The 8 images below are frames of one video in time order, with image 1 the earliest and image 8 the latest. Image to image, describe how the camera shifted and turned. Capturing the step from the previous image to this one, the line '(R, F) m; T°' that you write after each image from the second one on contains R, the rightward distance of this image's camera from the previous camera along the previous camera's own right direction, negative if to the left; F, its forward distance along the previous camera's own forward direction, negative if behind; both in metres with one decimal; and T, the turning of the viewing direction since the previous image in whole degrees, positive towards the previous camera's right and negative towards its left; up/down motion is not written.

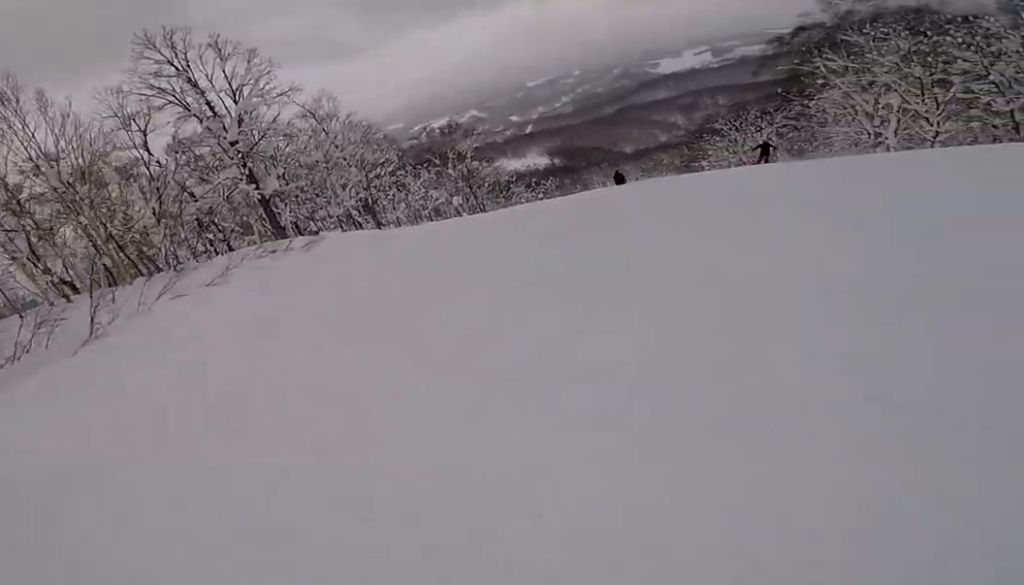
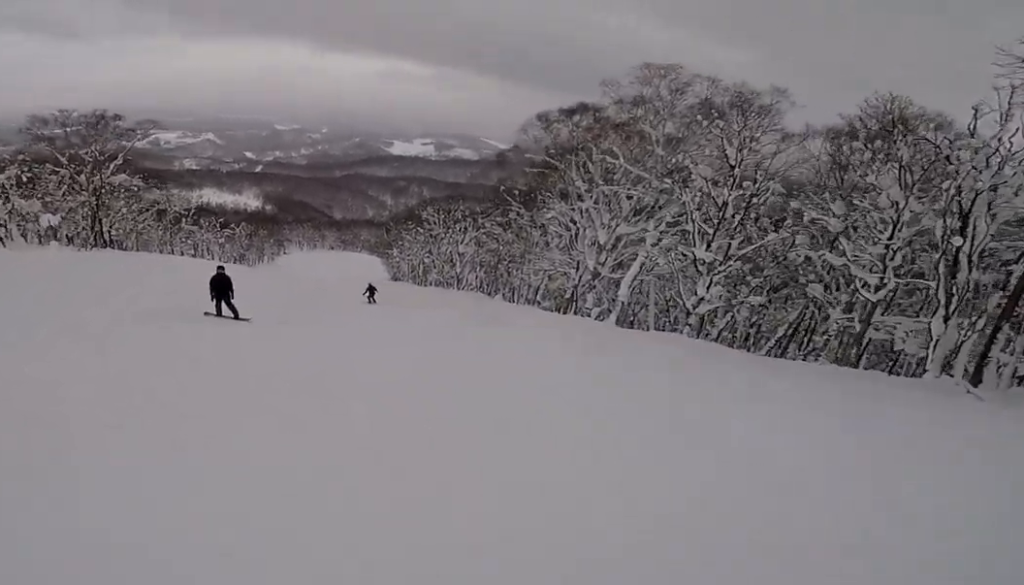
(+9.7, +20.7) m; +25°
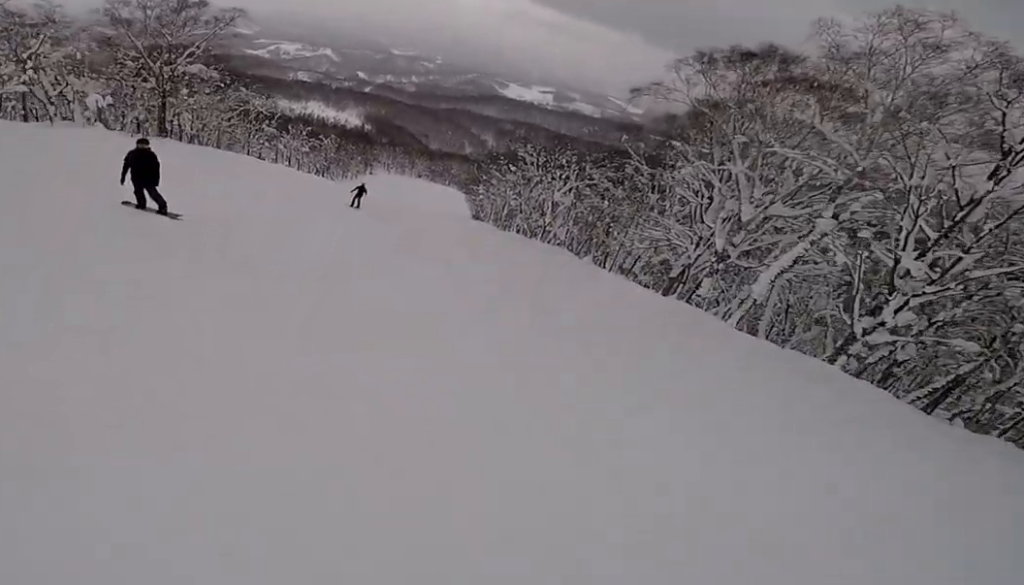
(-0.3, +6.4) m; -7°
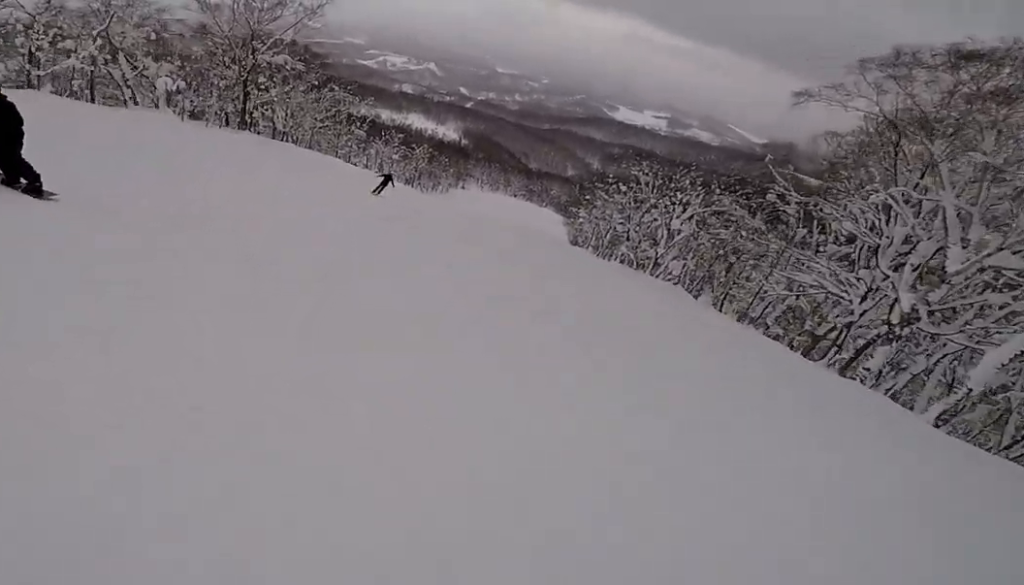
(+0.7, +5.8) m; -10°
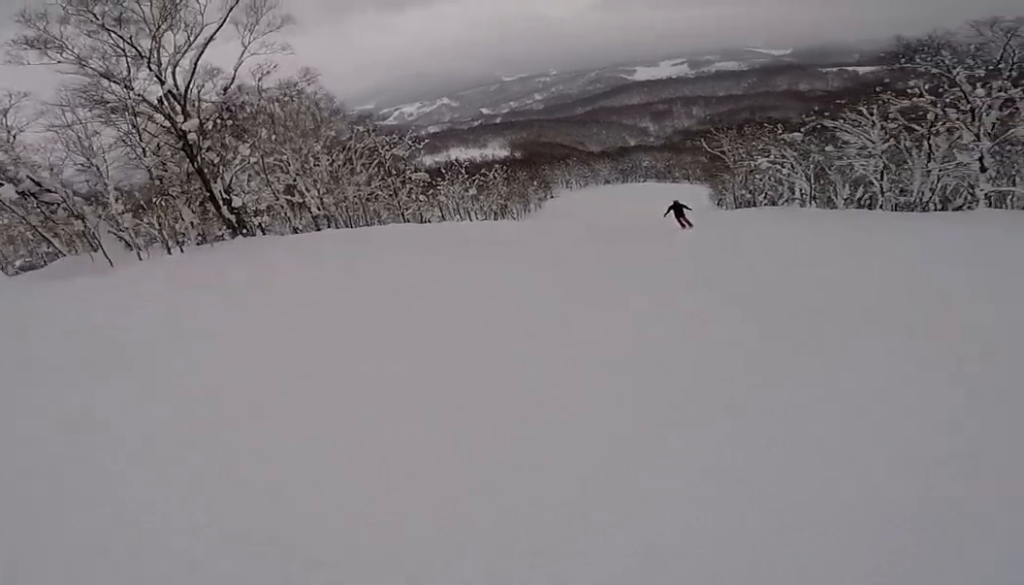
(-5.4, +23.3) m; -2°
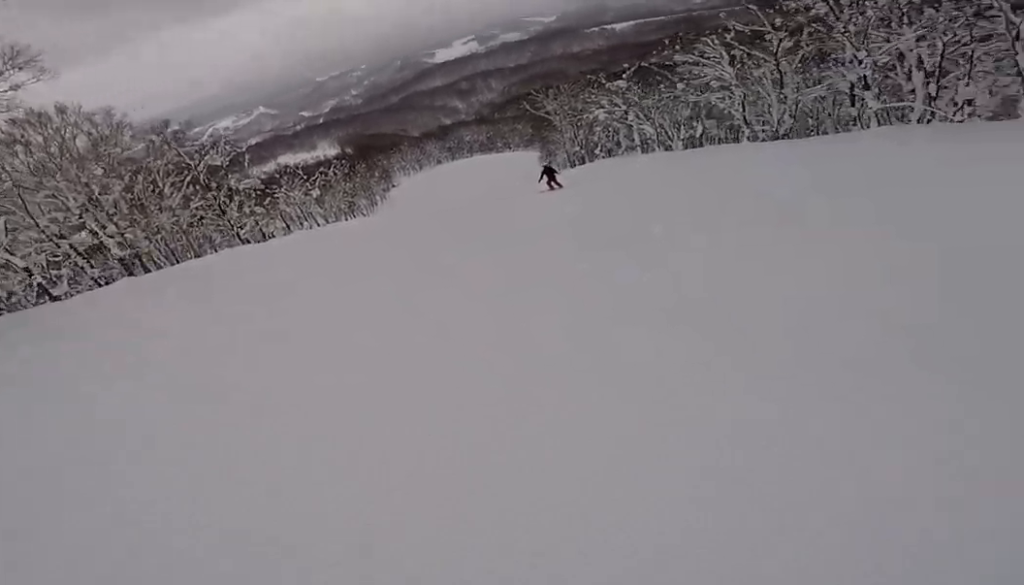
(+0.8, +8.8) m; +16°
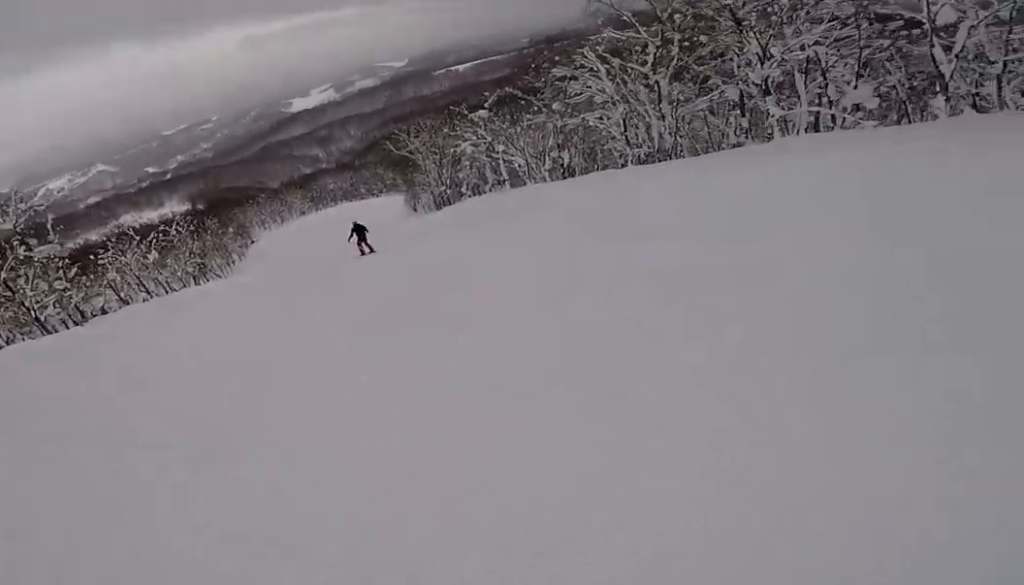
(+1.1, +6.6) m; +10°
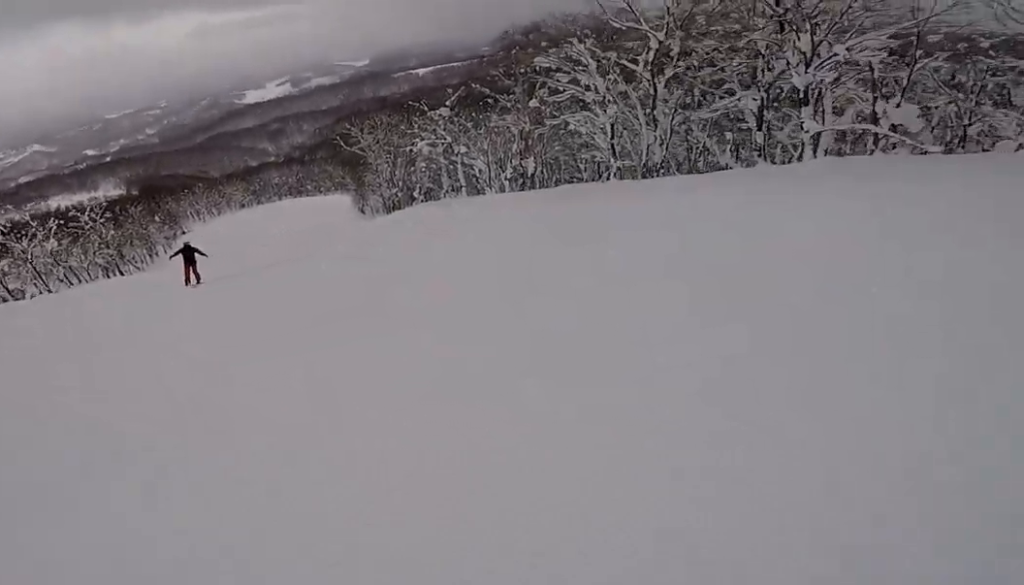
(+0.8, +5.6) m; +7°
